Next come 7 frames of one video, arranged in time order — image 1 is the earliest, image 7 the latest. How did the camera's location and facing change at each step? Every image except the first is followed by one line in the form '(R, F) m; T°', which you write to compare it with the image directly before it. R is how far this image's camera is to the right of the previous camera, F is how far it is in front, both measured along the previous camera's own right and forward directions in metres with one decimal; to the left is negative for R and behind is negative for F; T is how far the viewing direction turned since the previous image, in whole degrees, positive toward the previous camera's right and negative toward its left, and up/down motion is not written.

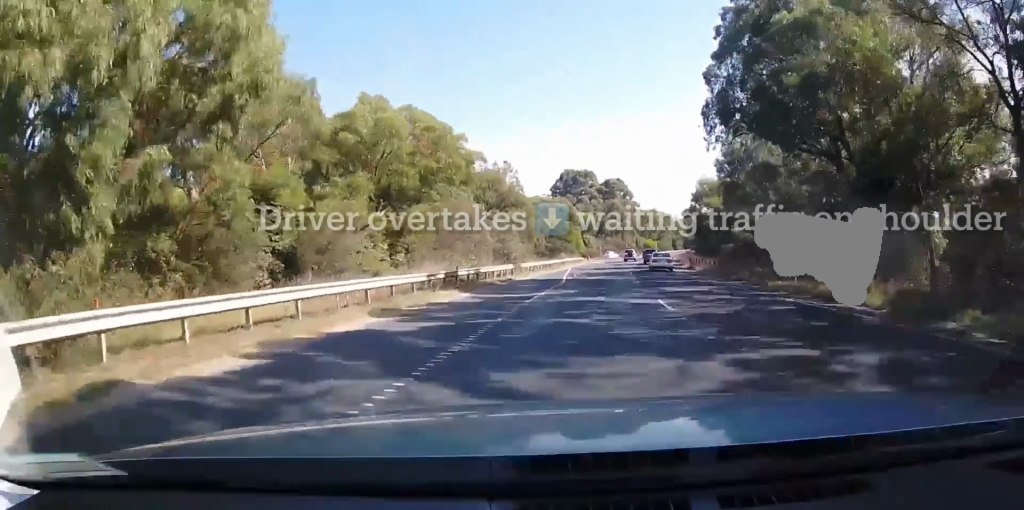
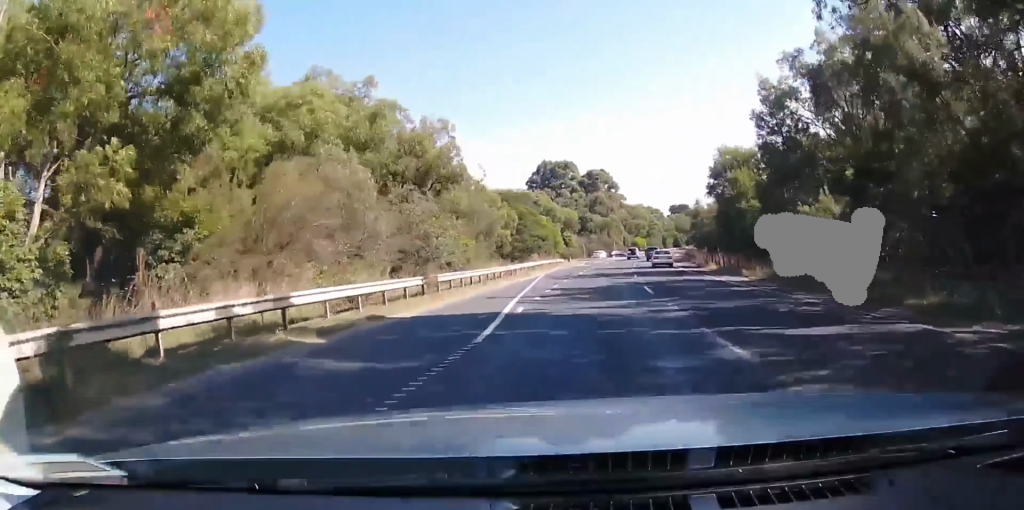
(+0.1, +18.3) m; +1°
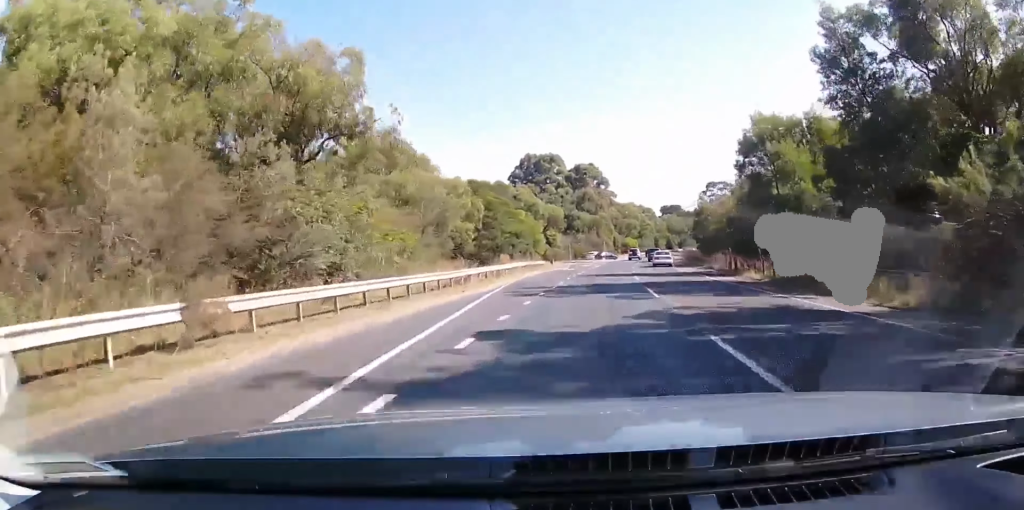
(+0.1, +12.7) m; +1°
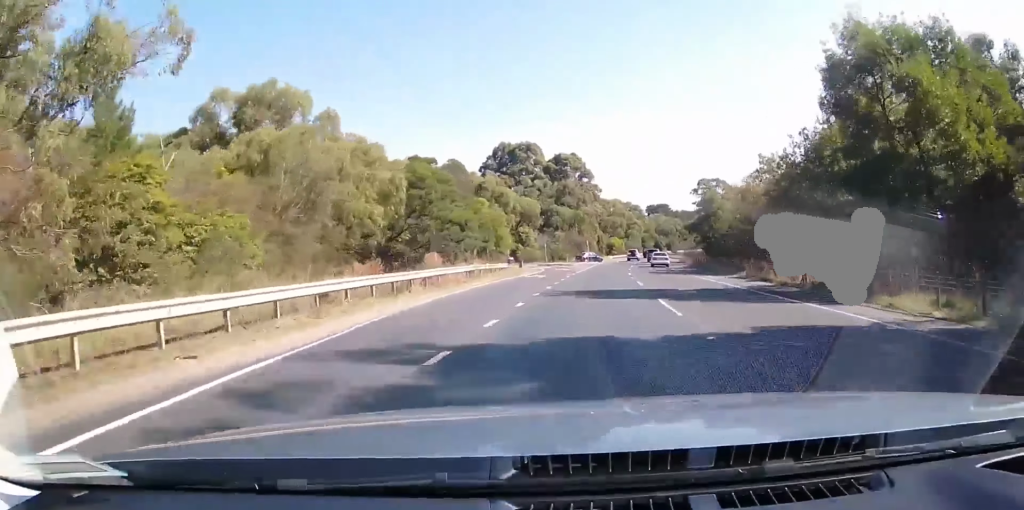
(+0.1, +15.8) m; +2°
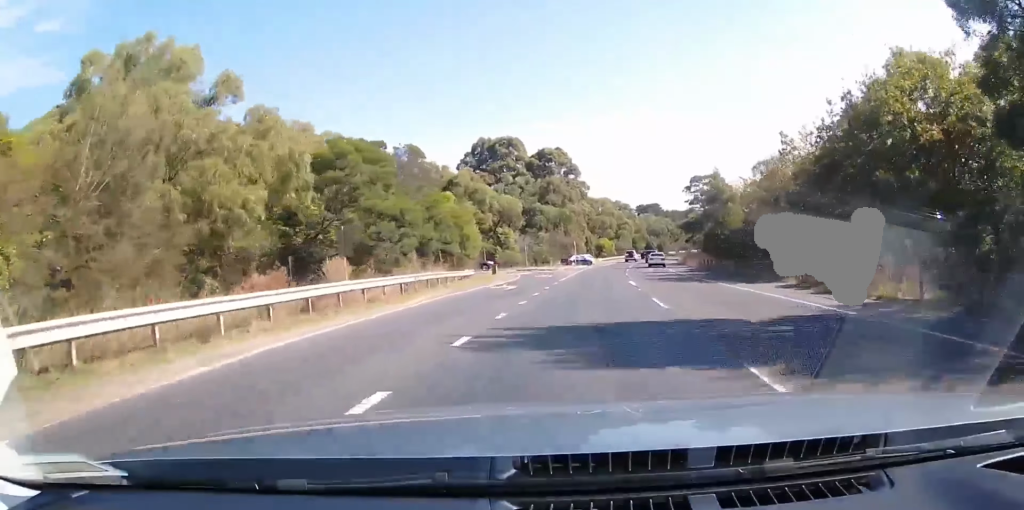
(+0.3, +9.5) m; 0°
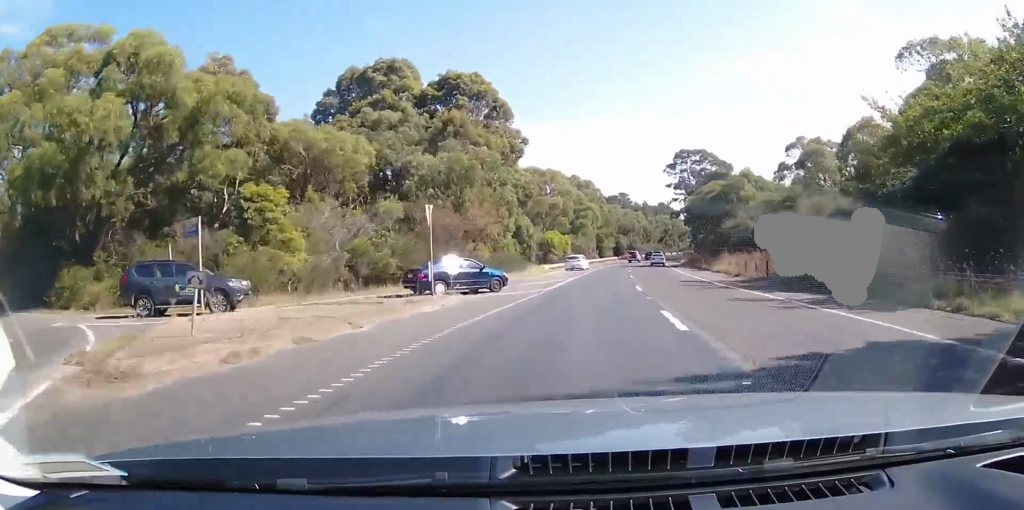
(0.0, +48.5) m; 0°
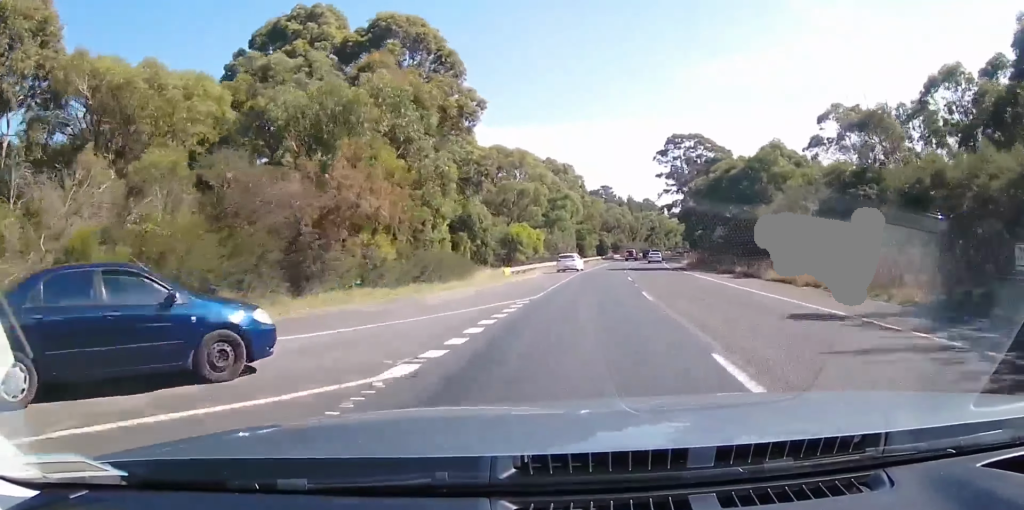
(+0.1, +16.0) m; +1°
